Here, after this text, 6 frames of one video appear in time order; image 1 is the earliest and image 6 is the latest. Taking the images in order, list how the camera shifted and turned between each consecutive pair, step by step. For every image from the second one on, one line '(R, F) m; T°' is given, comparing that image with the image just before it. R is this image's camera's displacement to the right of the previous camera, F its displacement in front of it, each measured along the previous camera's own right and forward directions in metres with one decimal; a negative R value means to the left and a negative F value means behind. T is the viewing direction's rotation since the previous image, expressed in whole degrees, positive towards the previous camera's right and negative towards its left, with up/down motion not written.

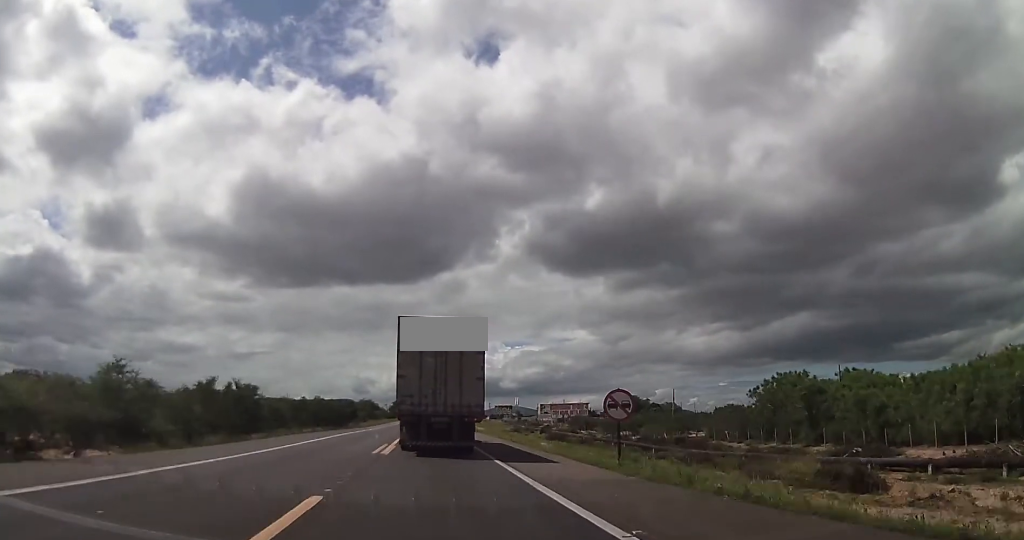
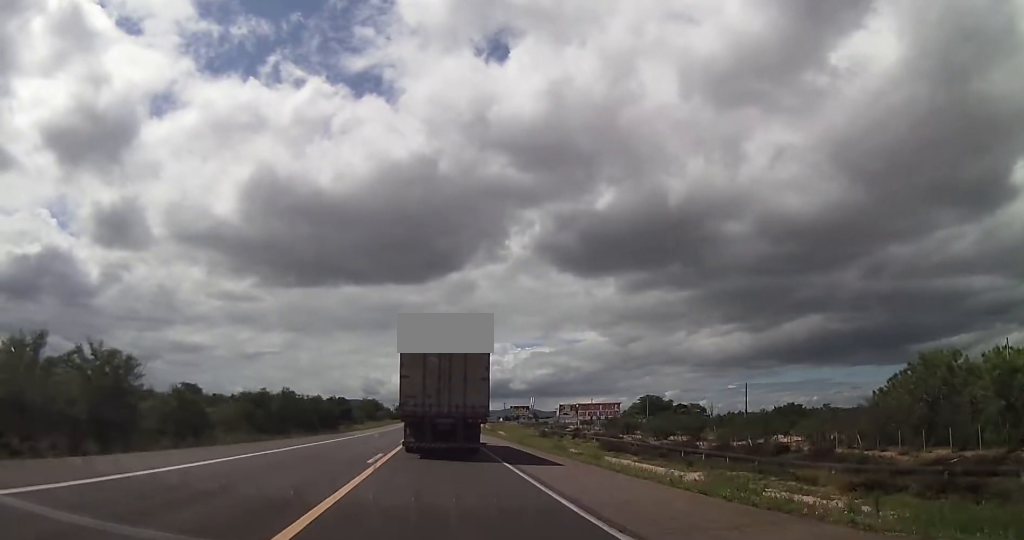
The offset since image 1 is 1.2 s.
(0.0, +23.8) m; 0°
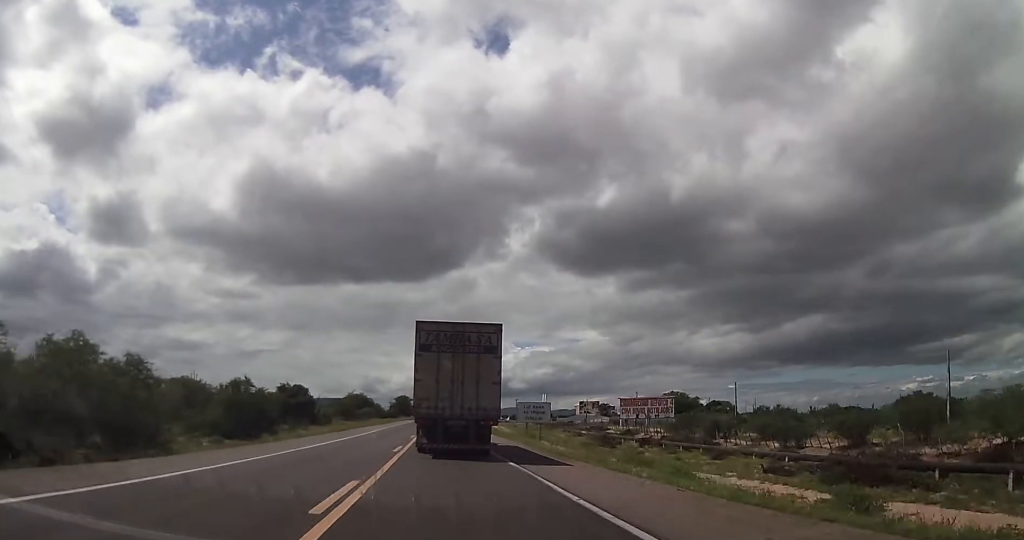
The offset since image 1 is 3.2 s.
(+0.3, +41.3) m; -1°
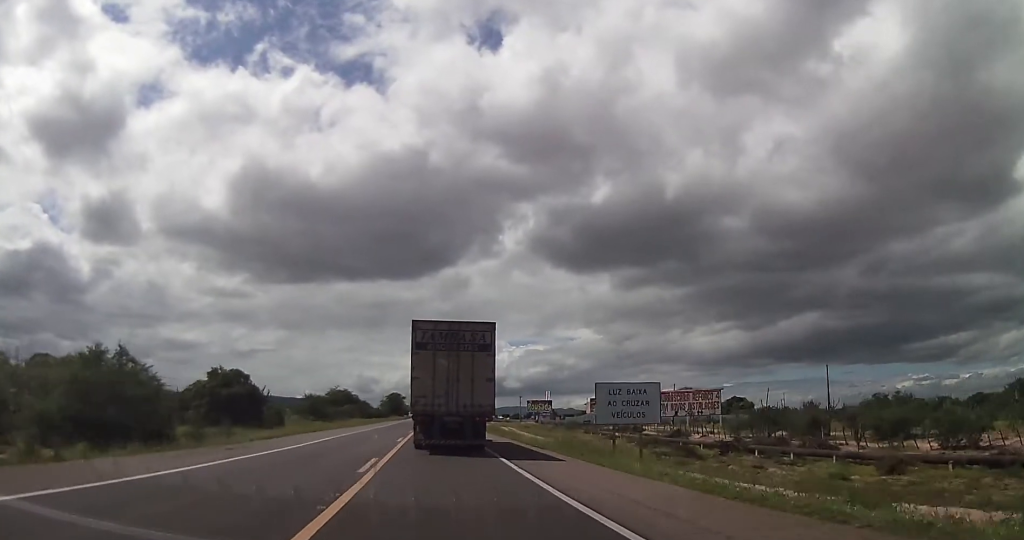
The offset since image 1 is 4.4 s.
(-0.6, +25.8) m; -1°
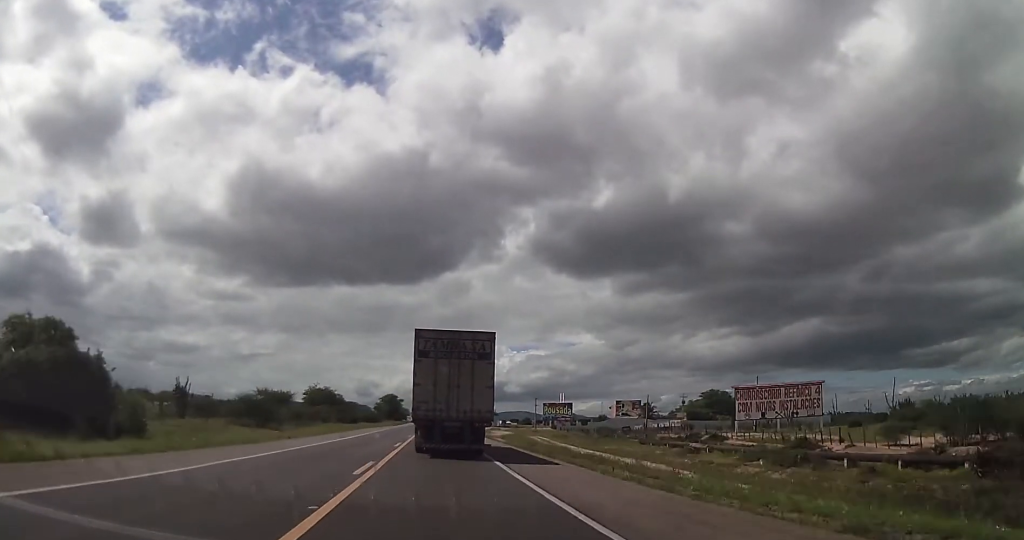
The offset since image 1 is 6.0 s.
(+1.0, +31.6) m; +2°
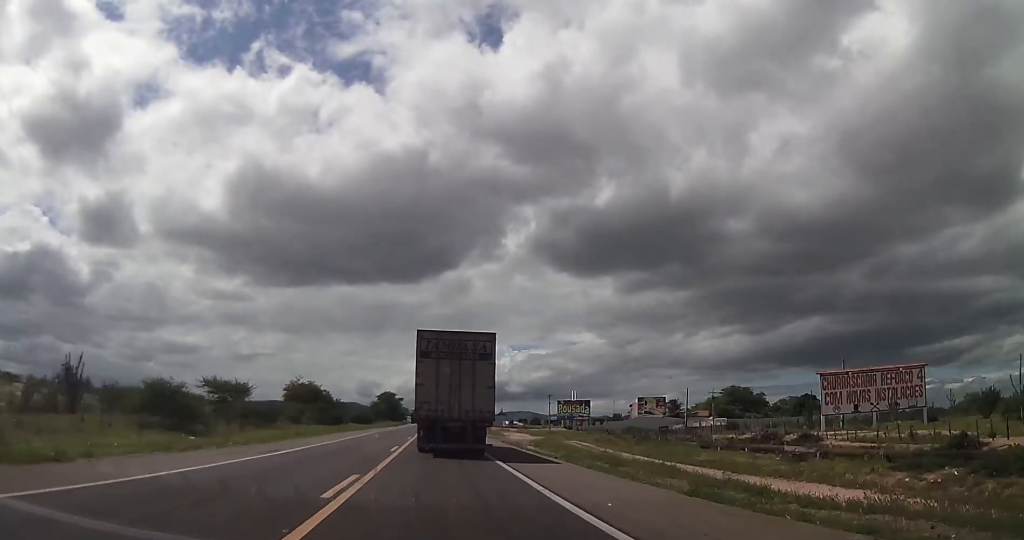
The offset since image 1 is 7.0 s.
(0.0, +20.3) m; 0°
